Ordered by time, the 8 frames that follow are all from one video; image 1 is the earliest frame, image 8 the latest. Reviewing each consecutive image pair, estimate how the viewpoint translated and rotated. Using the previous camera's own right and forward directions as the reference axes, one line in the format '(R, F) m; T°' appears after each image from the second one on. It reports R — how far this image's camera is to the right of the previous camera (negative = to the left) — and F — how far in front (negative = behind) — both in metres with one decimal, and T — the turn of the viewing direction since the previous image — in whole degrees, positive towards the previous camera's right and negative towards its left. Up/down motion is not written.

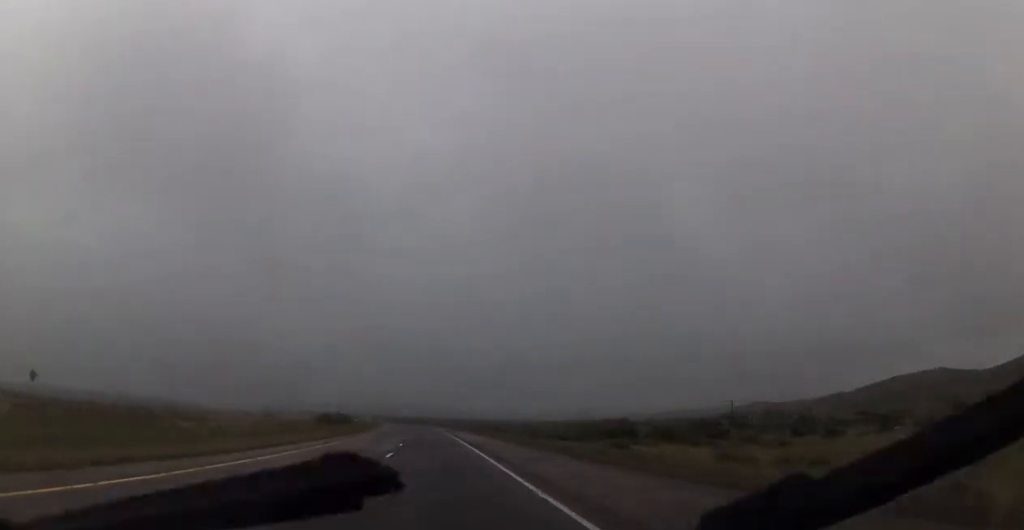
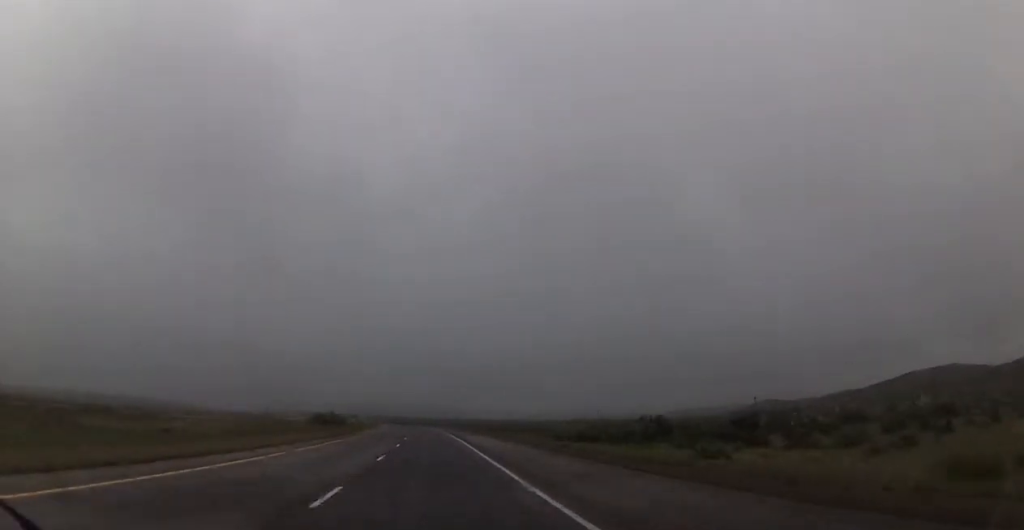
(0.0, +14.8) m; 0°
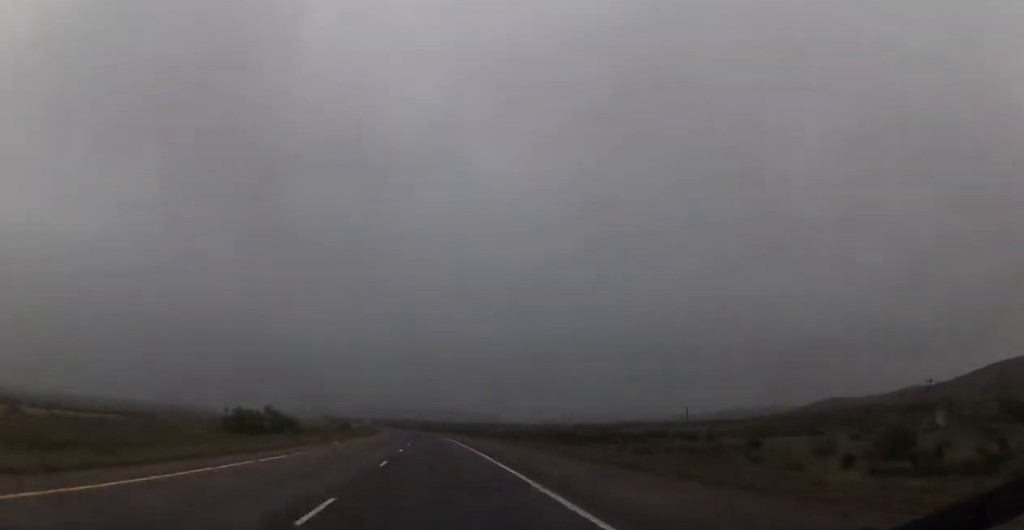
(-0.7, +75.5) m; -2°
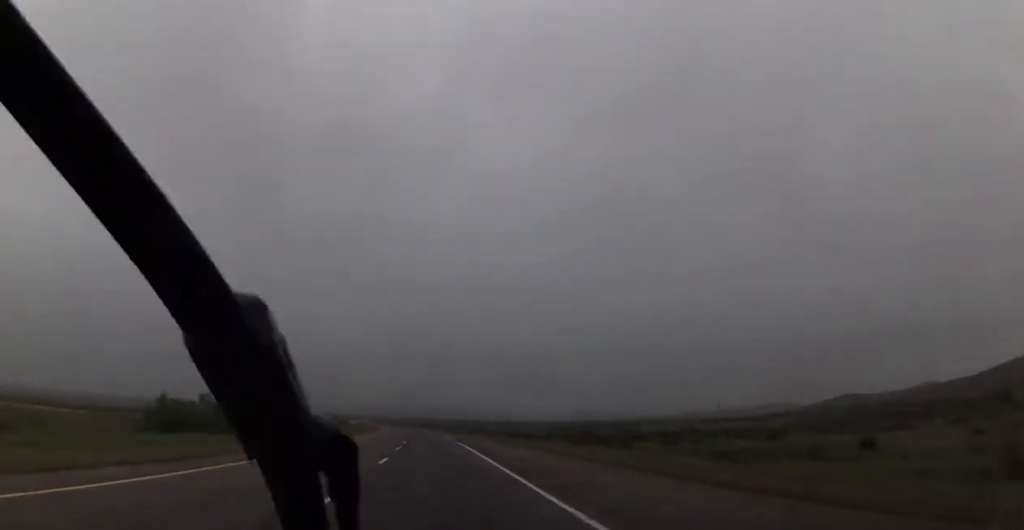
(-0.2, +22.9) m; -1°
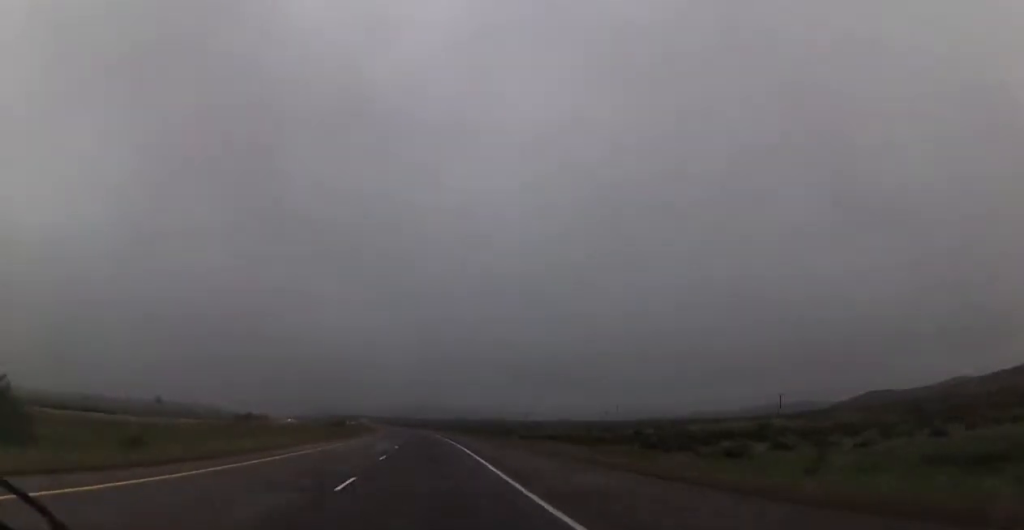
(-0.6, +33.2) m; -1°
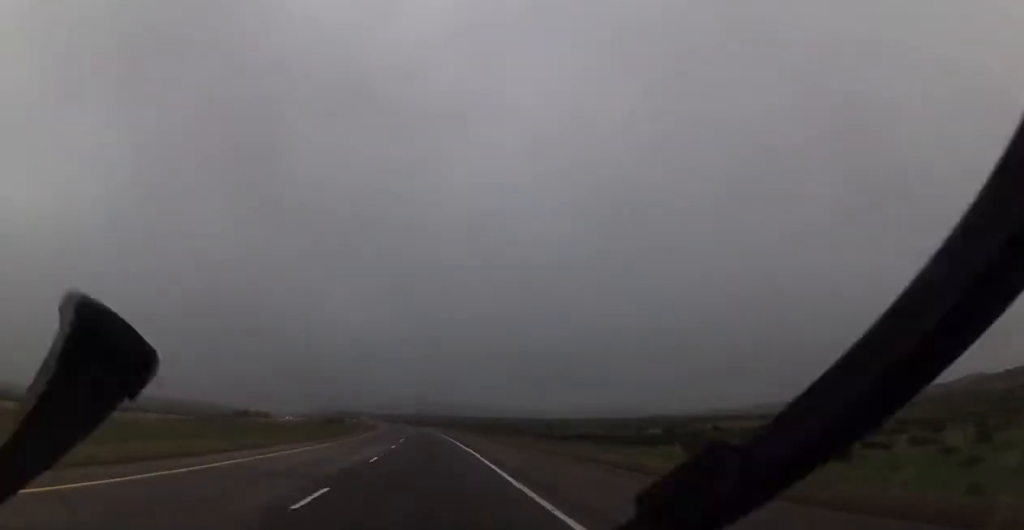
(0.0, +16.0) m; 0°
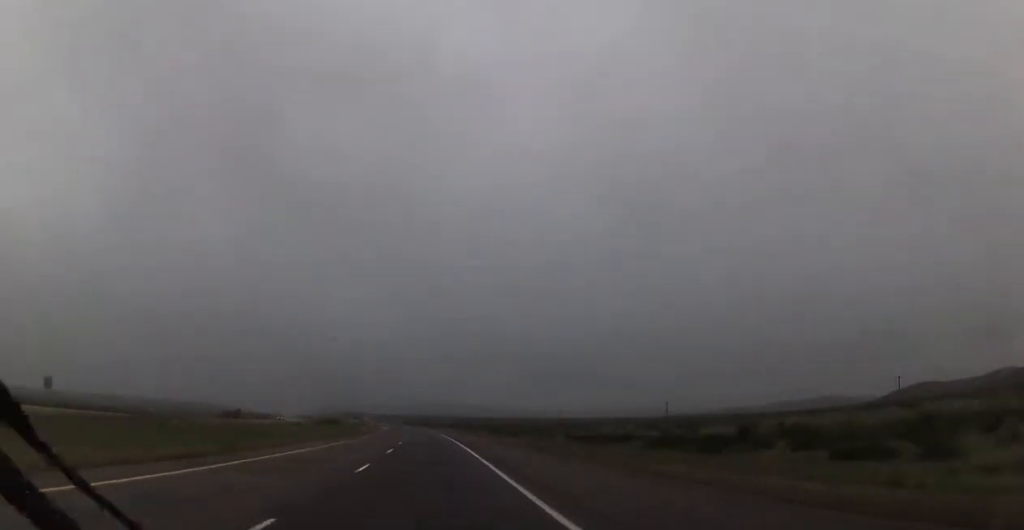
(-0.2, +28.6) m; -1°
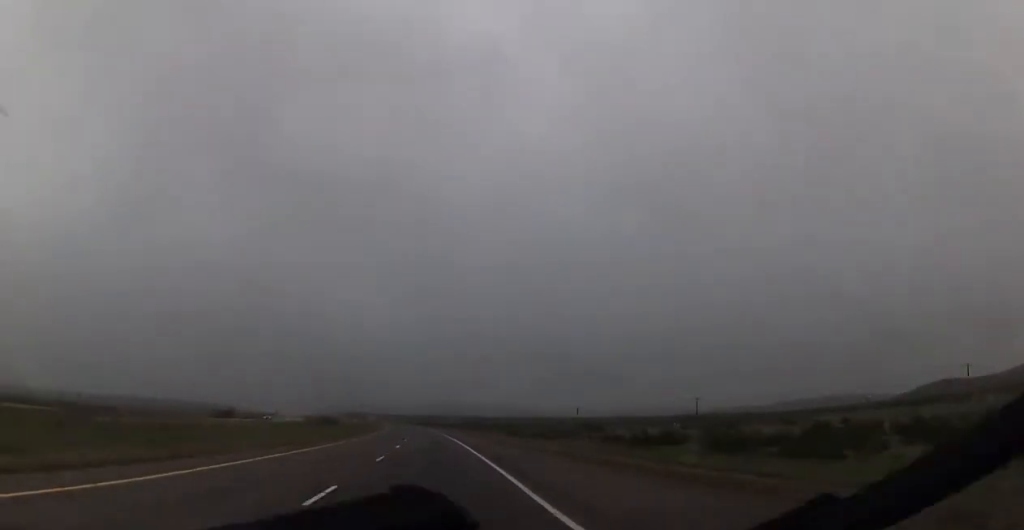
(-0.1, +19.4) m; -1°
